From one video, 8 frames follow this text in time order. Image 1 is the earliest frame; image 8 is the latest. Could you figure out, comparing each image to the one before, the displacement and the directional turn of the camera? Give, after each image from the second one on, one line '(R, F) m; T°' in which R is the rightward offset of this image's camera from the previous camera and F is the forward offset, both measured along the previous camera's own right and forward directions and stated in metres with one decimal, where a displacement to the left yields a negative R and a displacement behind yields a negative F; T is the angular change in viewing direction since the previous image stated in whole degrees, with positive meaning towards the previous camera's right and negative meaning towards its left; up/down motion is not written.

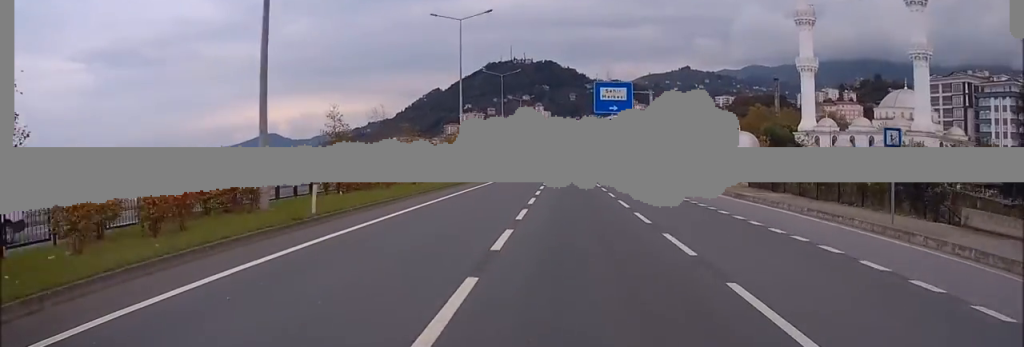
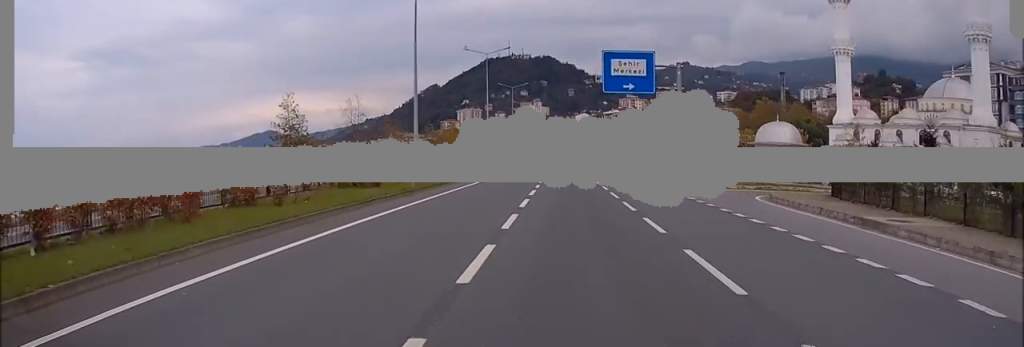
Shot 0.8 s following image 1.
(0.0, +10.4) m; 0°
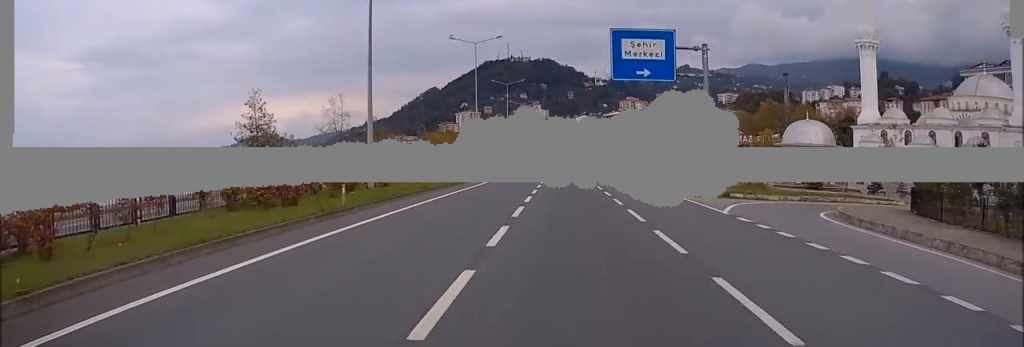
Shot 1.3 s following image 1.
(0.0, +5.0) m; 0°
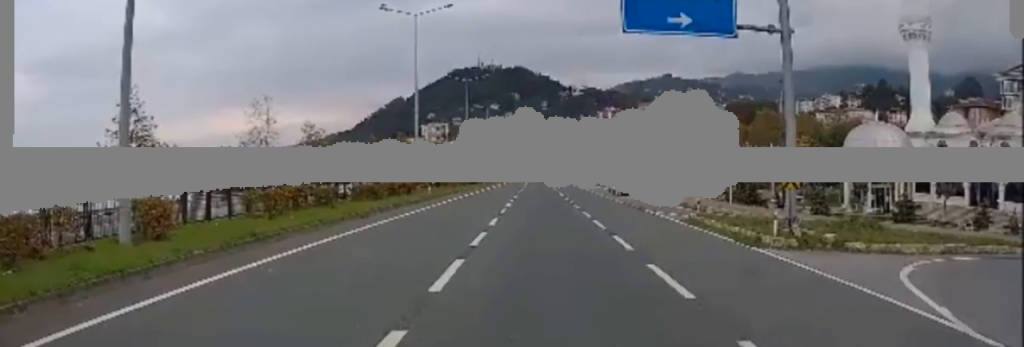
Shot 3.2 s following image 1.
(0.0, +20.4) m; 0°
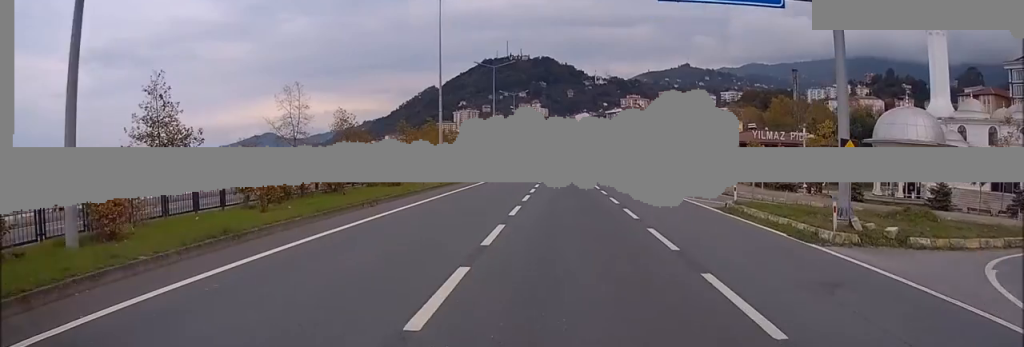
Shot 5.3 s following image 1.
(+0.1, +24.7) m; 0°
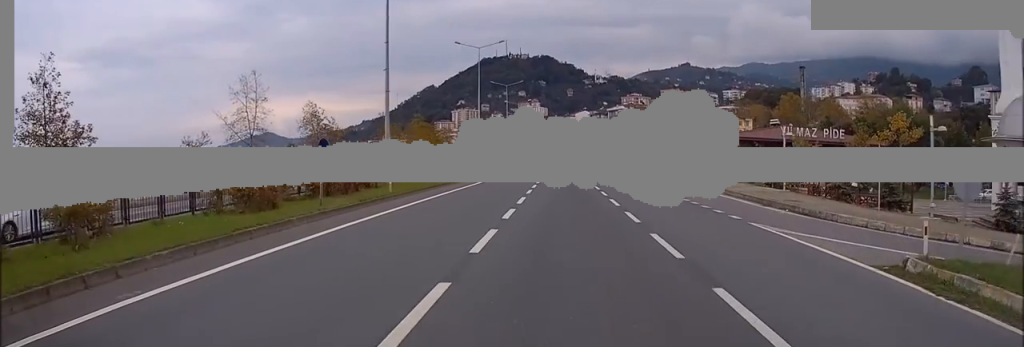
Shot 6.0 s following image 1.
(0.0, +11.1) m; 0°
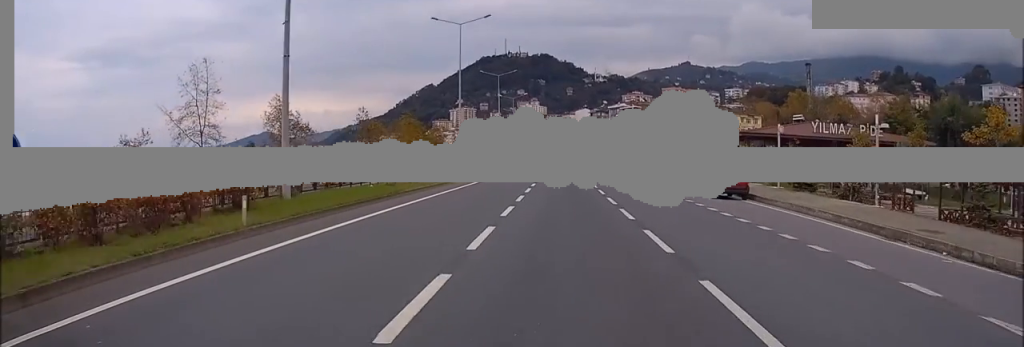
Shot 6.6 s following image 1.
(0.0, +10.1) m; 0°
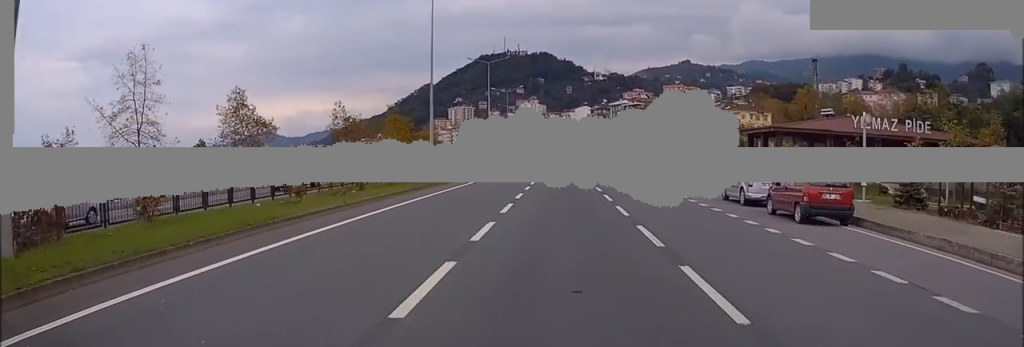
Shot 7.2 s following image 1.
(0.0, +10.0) m; 0°
